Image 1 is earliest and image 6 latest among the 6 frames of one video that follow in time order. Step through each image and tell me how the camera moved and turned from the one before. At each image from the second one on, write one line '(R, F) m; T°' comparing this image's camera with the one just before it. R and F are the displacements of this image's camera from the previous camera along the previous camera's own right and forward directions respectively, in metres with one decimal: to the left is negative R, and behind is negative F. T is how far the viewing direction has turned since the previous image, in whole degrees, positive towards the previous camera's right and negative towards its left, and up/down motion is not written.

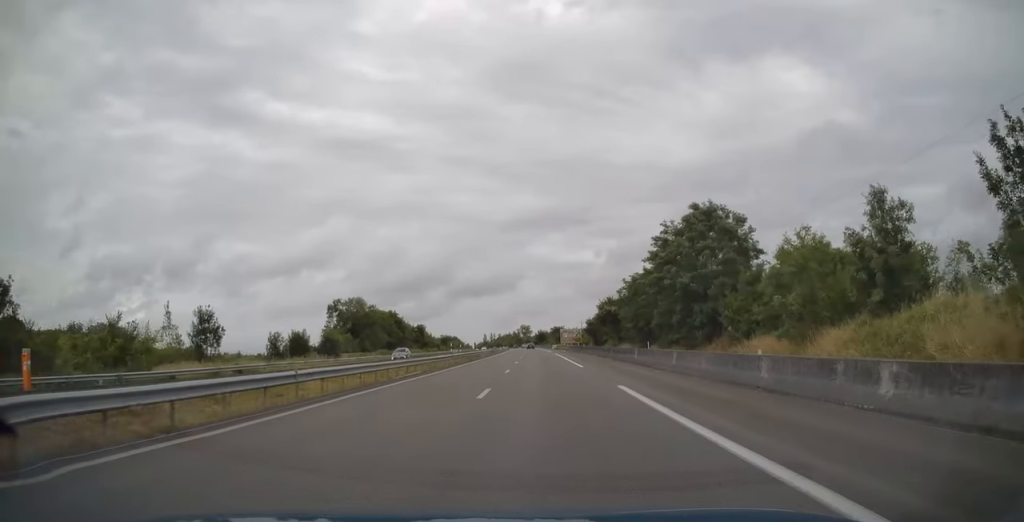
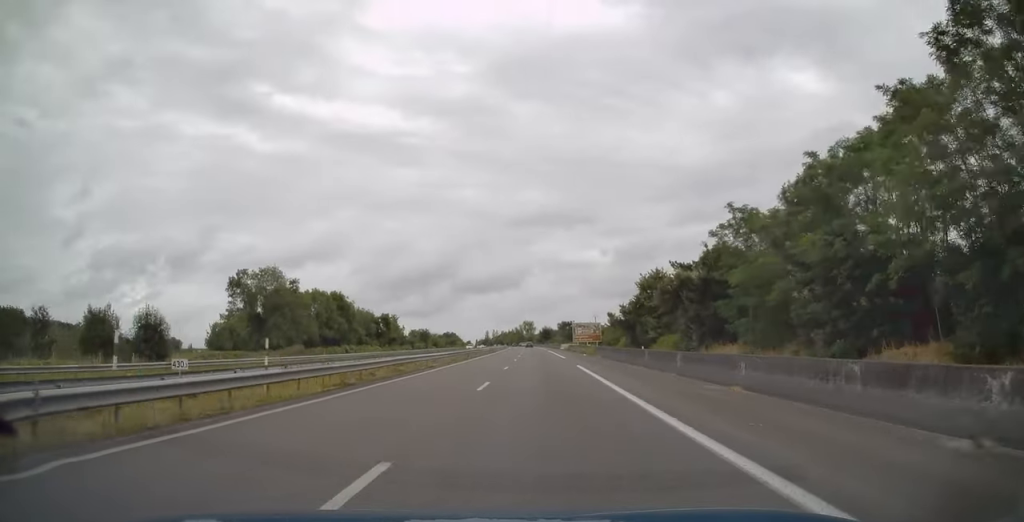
(-0.4, +37.6) m; 0°
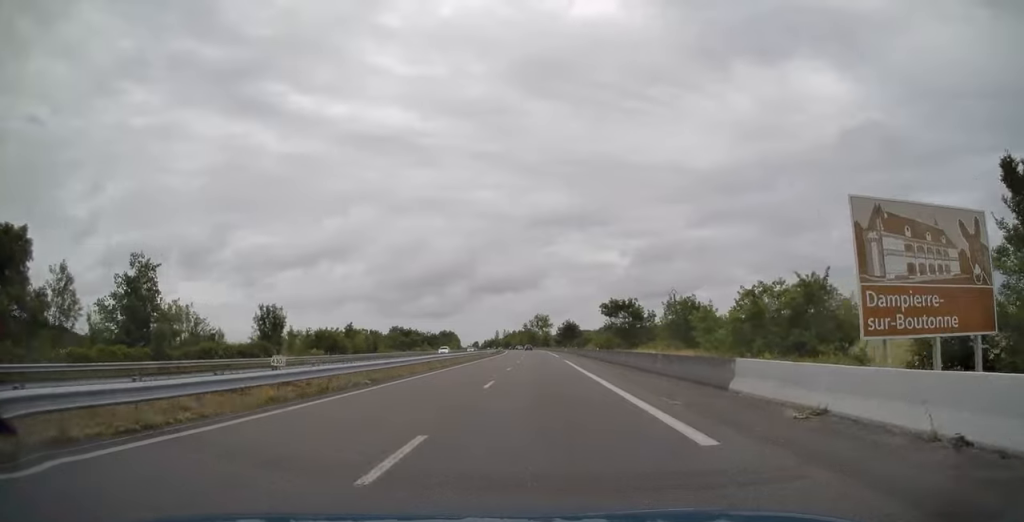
(-0.7, +89.5) m; -1°
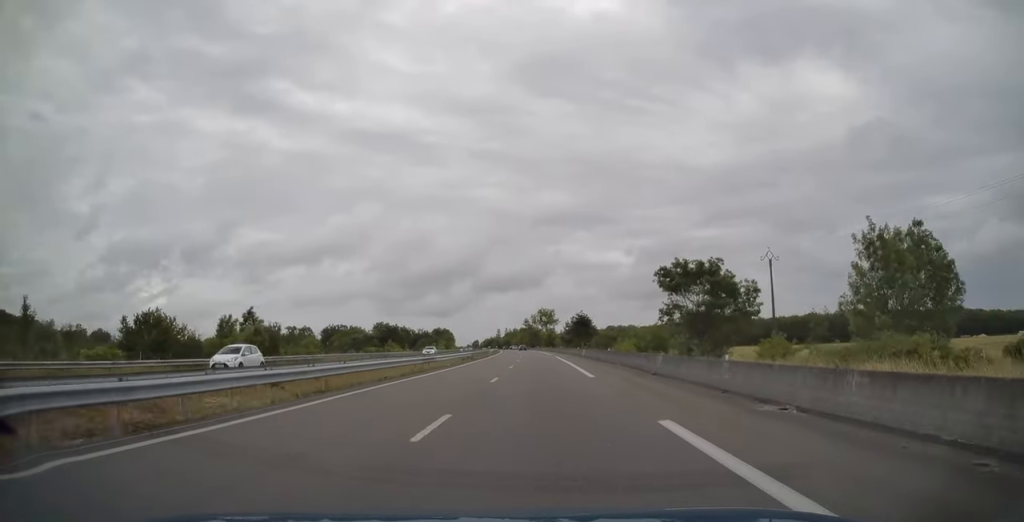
(+0.1, +36.5) m; 0°
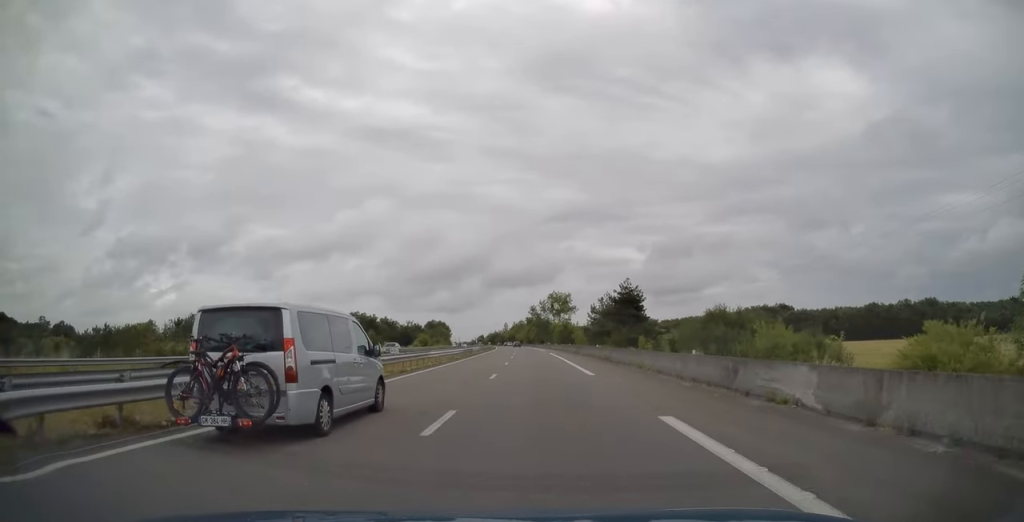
(-0.5, +52.1) m; -1°
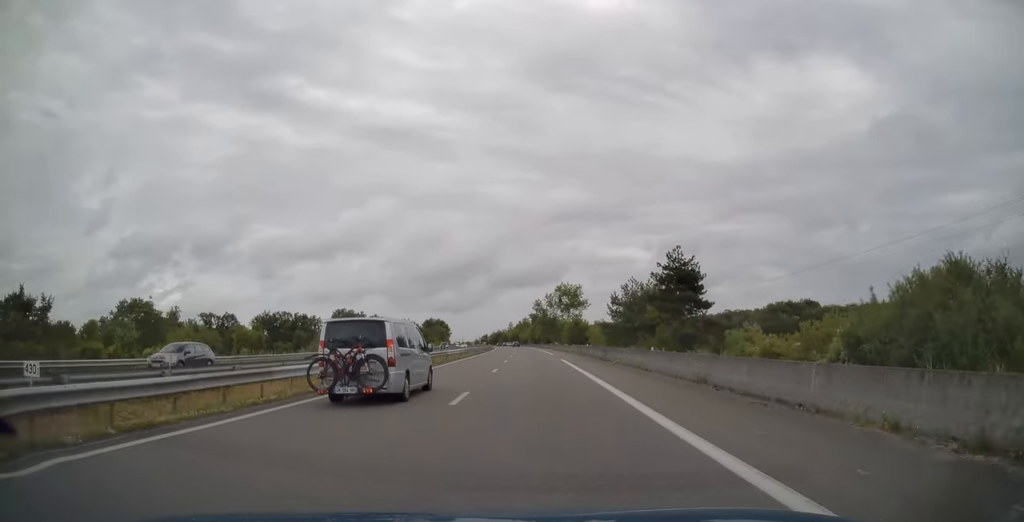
(-0.1, +22.0) m; -1°
